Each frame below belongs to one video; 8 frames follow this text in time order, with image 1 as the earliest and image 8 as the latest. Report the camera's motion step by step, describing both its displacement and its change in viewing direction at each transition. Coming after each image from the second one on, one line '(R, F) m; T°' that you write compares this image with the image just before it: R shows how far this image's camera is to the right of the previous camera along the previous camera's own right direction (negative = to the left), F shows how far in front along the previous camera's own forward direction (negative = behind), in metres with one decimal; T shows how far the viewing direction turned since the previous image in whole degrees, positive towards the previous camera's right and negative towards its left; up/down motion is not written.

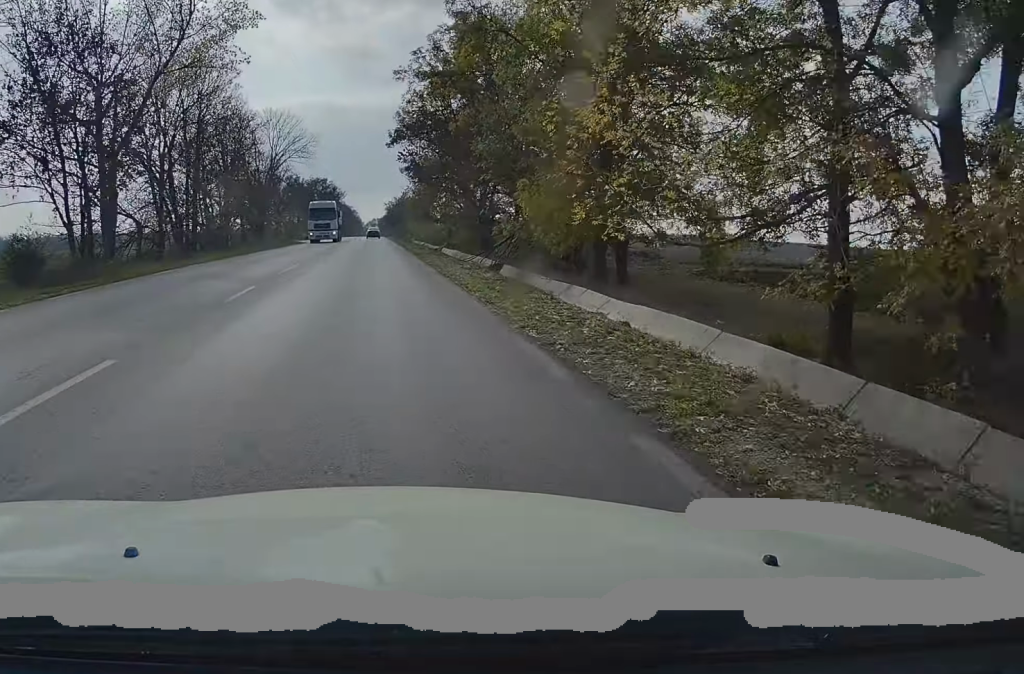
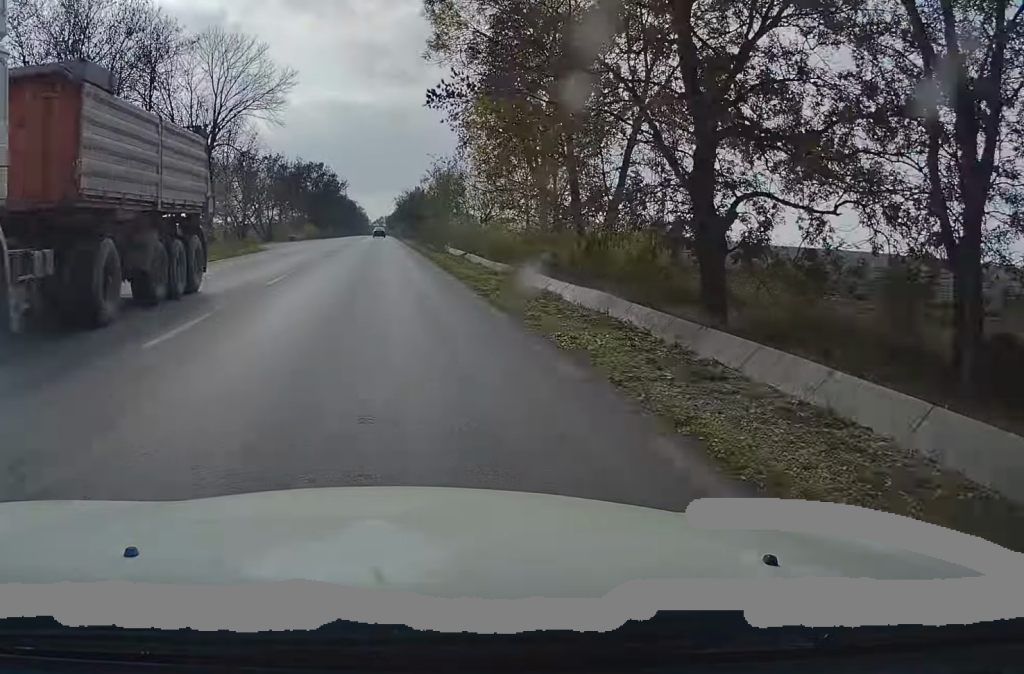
(-0.1, +32.3) m; 0°
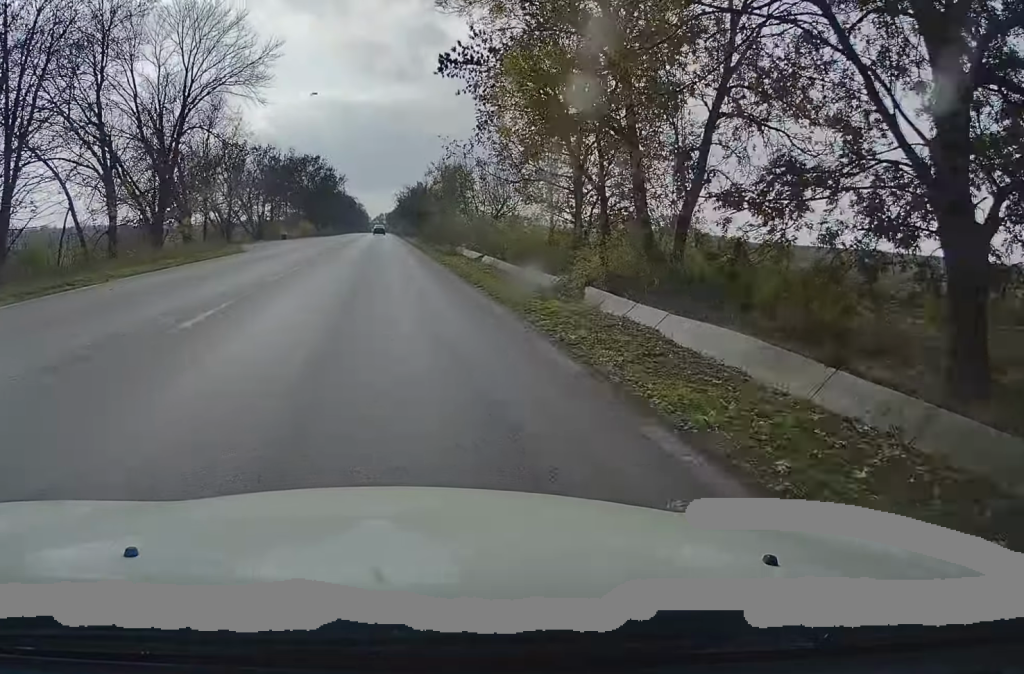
(+0.1, +7.9) m; 0°
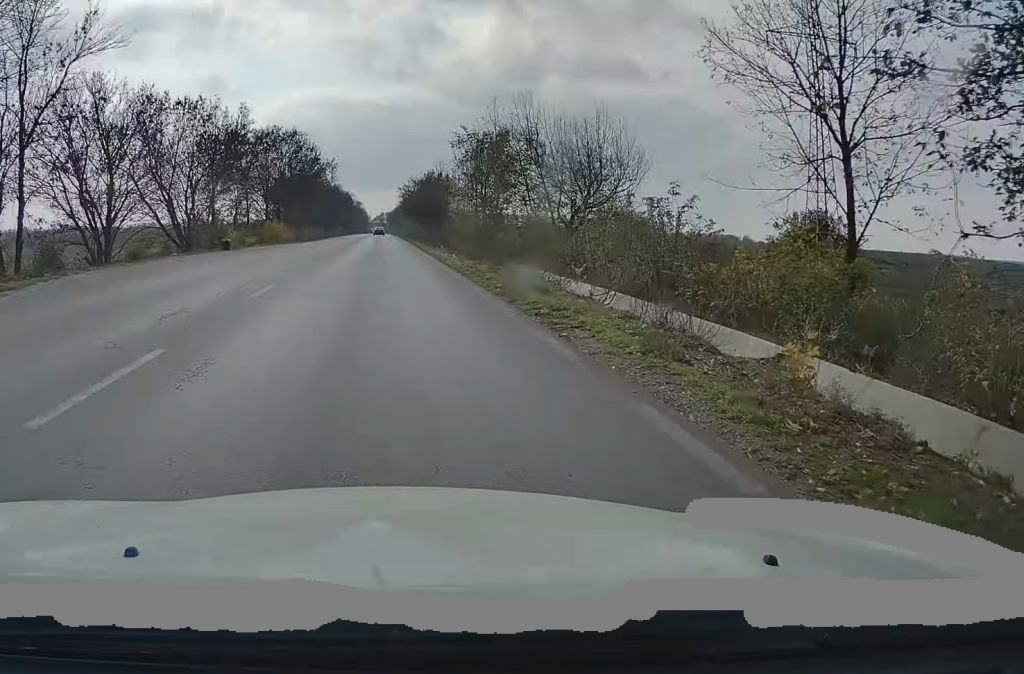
(0.0, +31.6) m; 0°
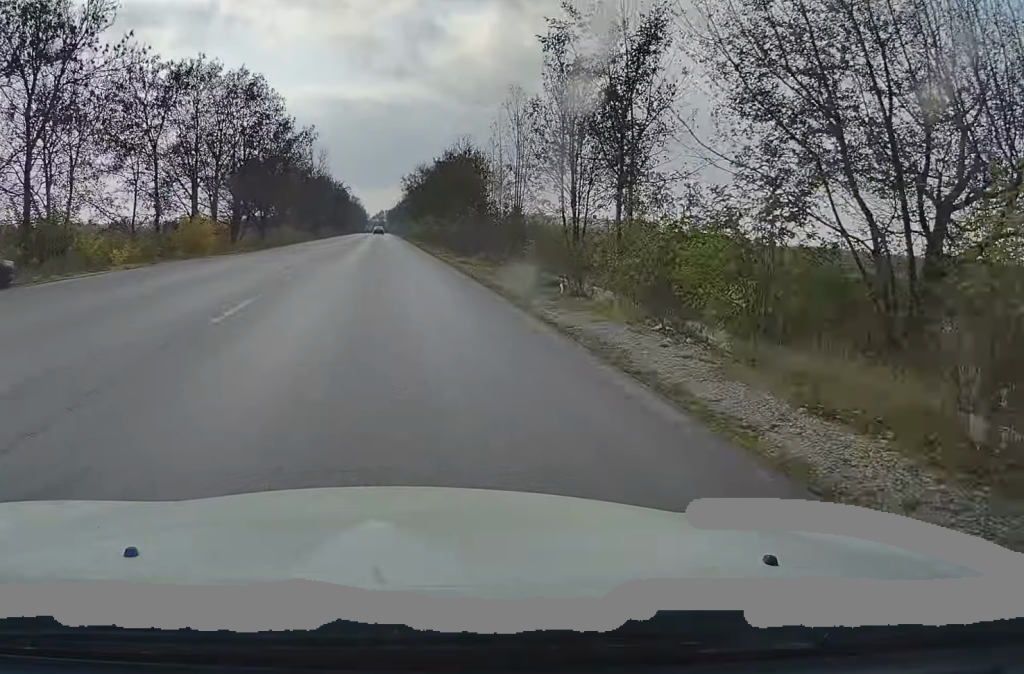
(-0.2, +30.7) m; 0°
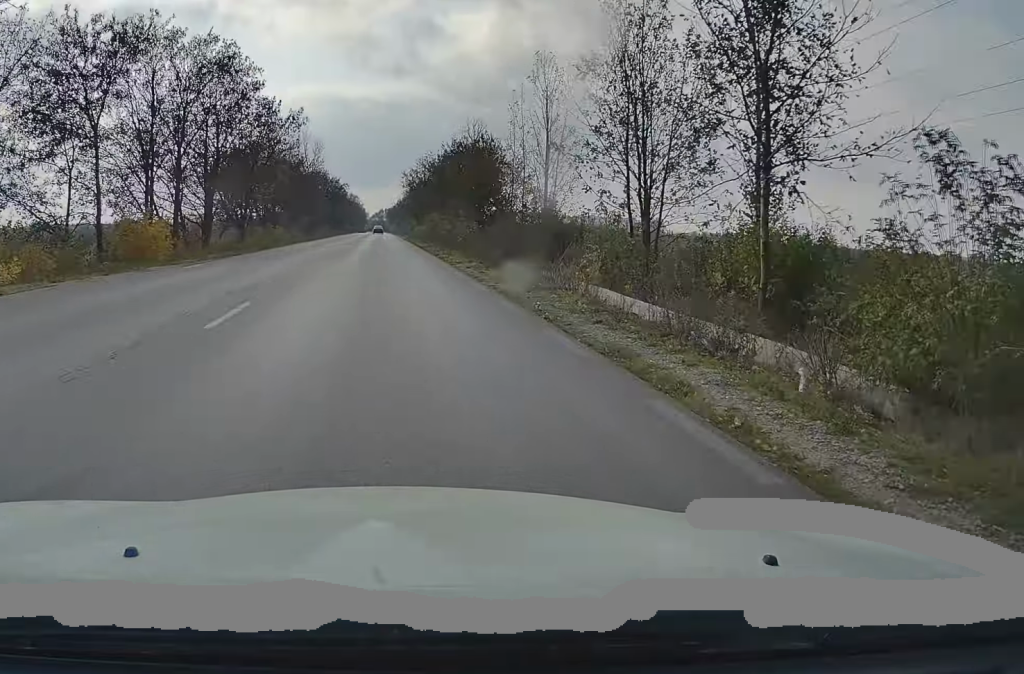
(+0.1, +9.5) m; 0°
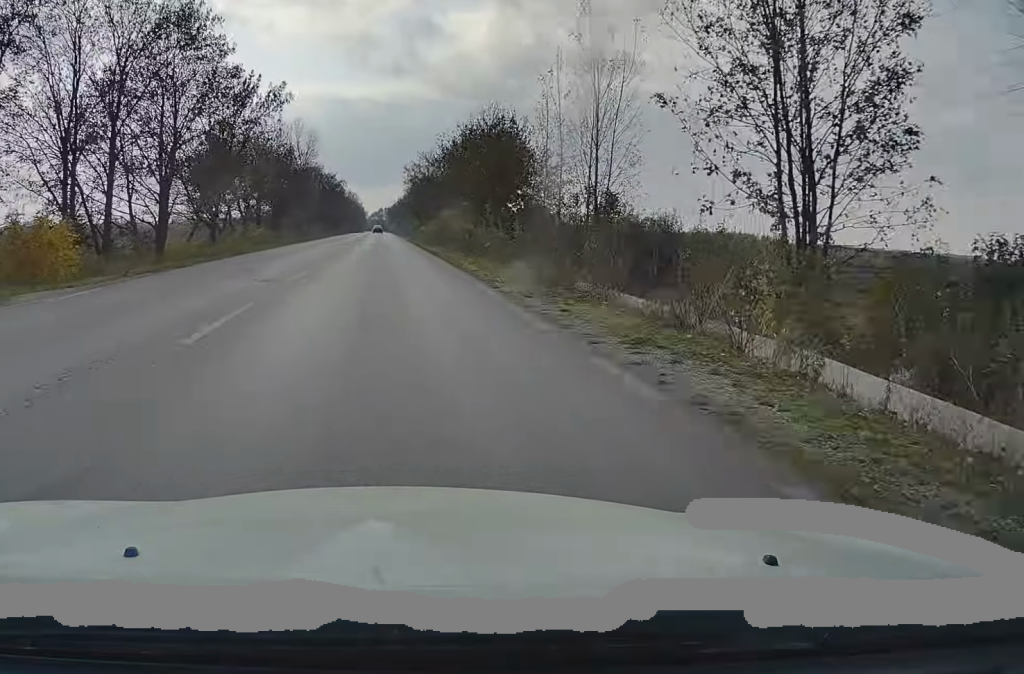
(+0.1, +10.2) m; 0°
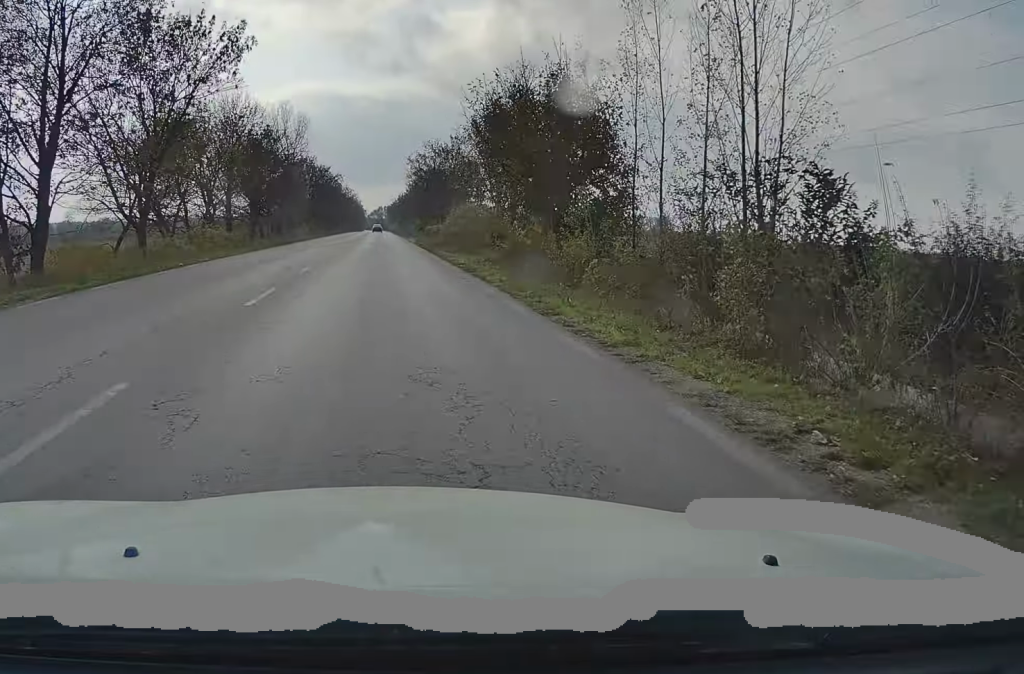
(0.0, +14.2) m; 0°
